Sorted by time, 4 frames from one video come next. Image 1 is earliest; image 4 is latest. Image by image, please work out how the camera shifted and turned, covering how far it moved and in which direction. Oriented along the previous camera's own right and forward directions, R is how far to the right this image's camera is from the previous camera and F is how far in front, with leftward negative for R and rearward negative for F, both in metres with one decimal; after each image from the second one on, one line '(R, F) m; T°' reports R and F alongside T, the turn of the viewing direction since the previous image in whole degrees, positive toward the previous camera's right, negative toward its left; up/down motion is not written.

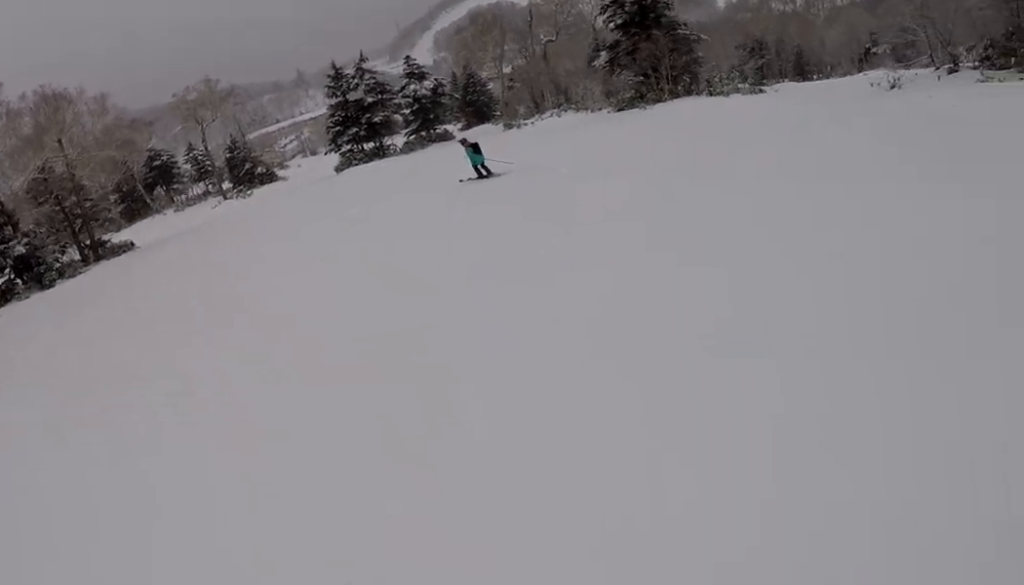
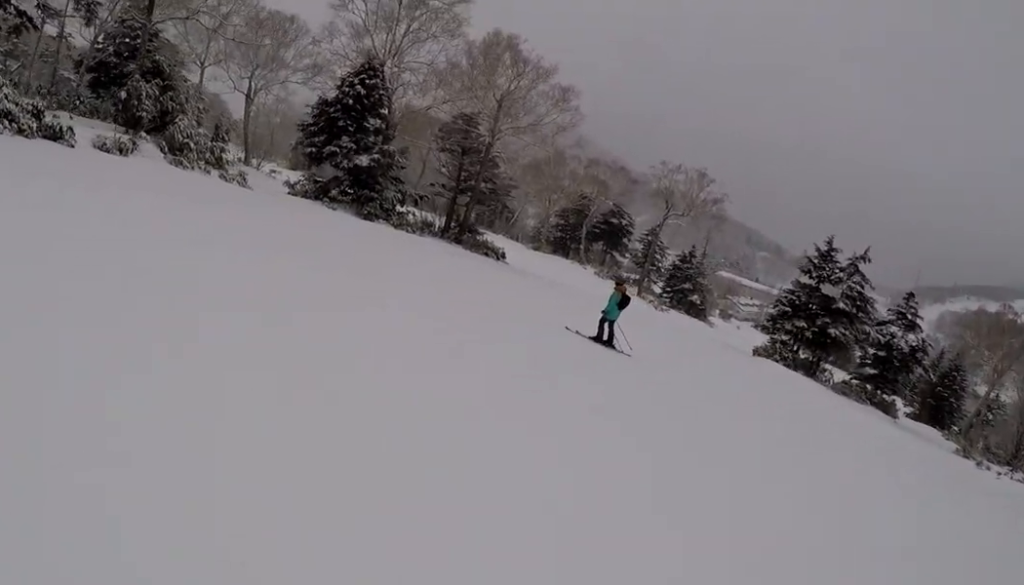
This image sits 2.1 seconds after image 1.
(-3.5, +9.8) m; -51°
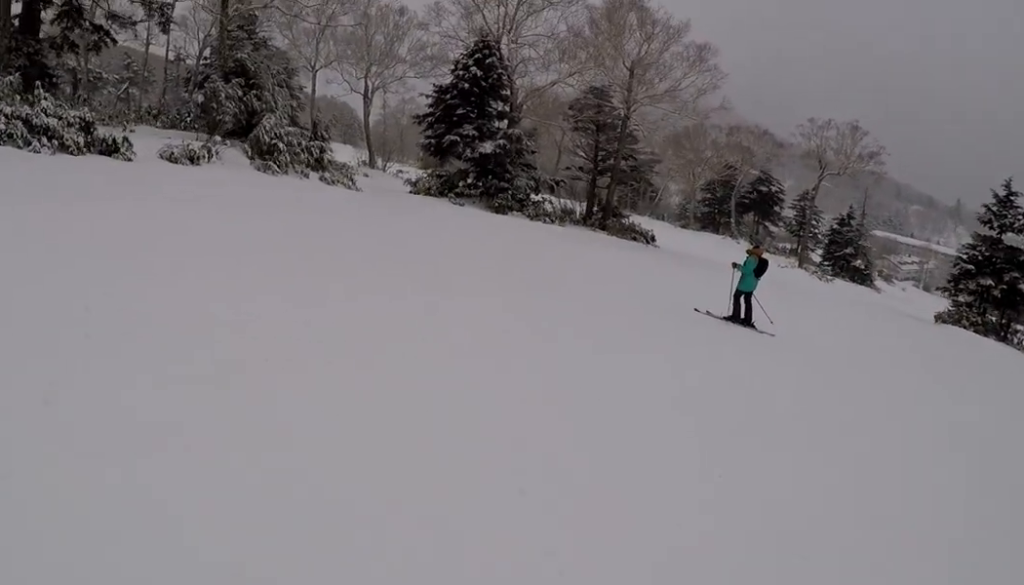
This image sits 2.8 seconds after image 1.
(-0.6, +3.2) m; -16°
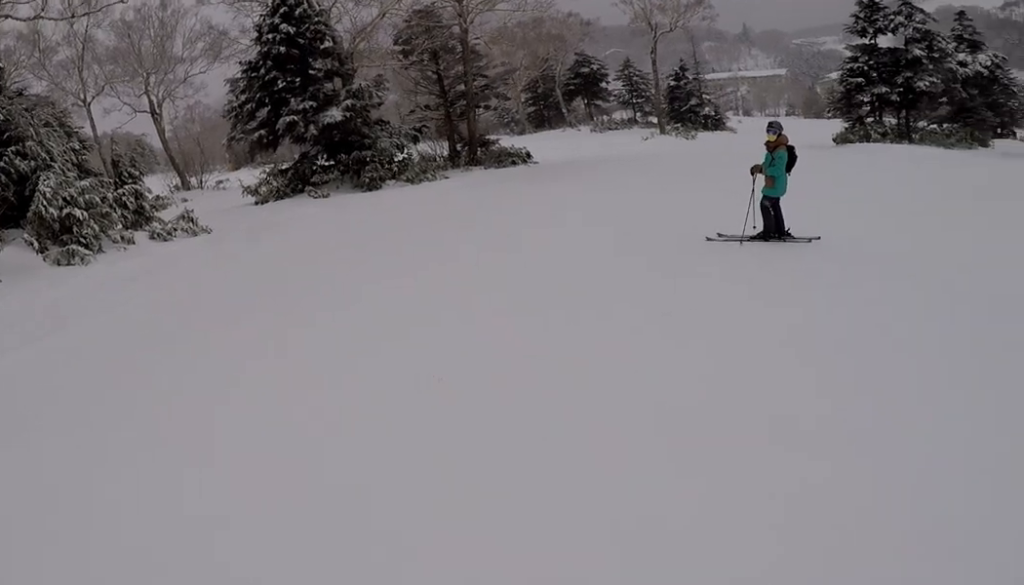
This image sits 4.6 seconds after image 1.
(+1.4, +6.5) m; +59°
